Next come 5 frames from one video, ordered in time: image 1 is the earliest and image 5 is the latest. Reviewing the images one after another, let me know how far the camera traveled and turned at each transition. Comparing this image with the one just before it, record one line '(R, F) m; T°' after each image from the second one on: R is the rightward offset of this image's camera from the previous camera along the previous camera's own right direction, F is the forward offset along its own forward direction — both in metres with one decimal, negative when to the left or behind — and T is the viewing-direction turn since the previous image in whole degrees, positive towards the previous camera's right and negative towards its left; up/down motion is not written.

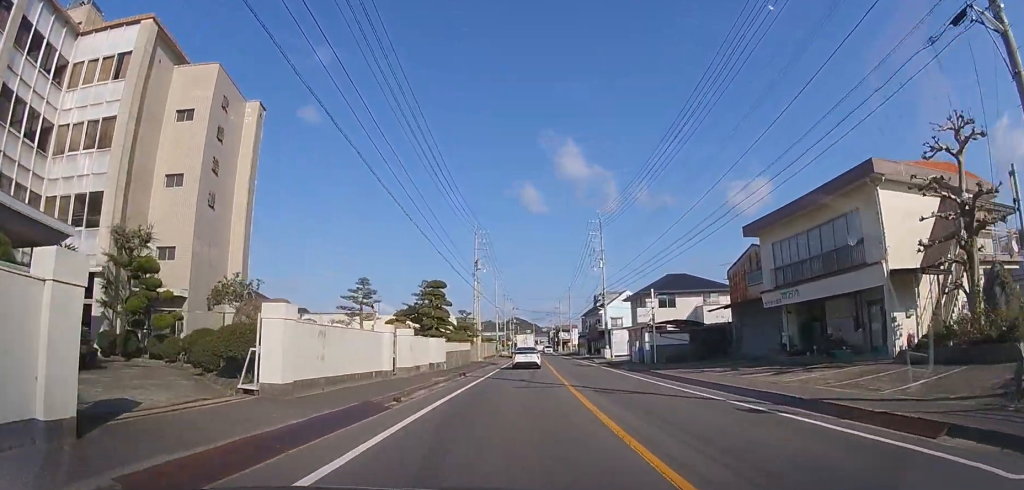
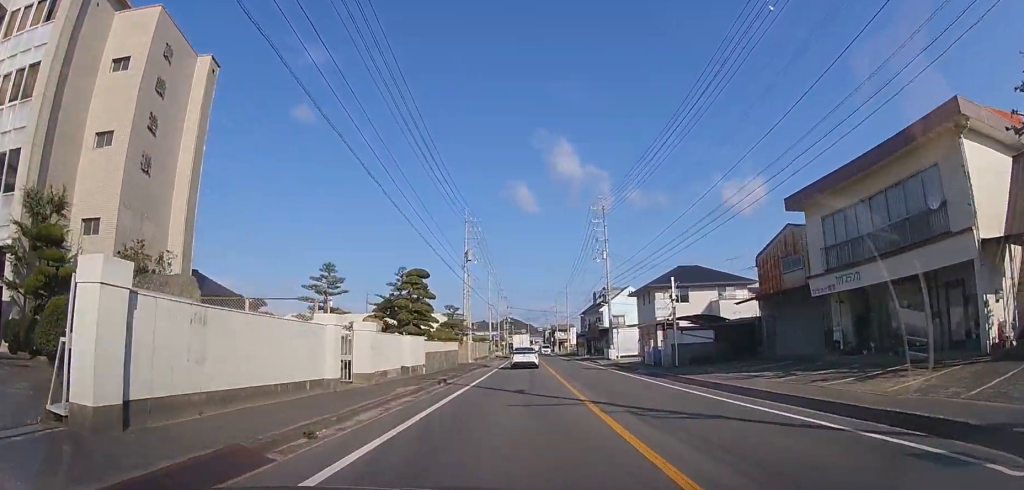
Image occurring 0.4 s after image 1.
(0.0, +4.9) m; 0°
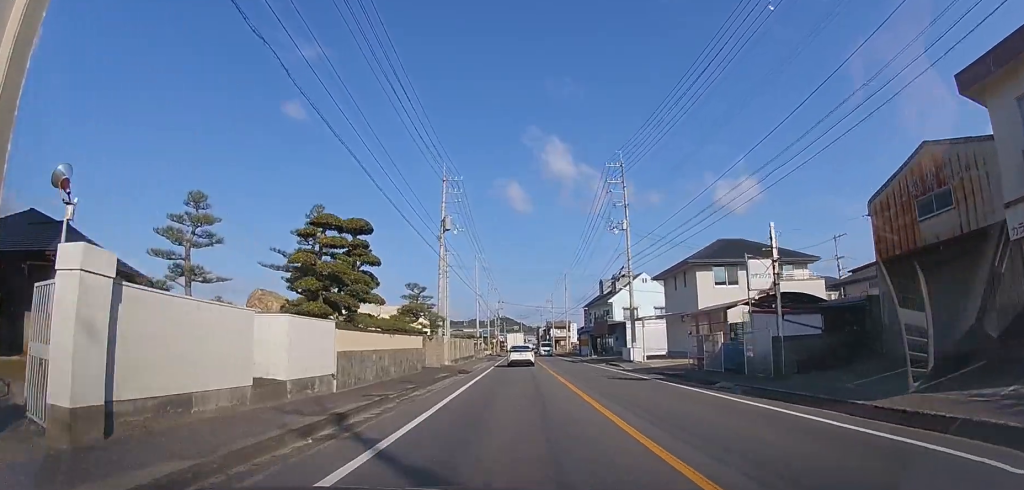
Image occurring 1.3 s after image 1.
(0.0, +11.2) m; +1°
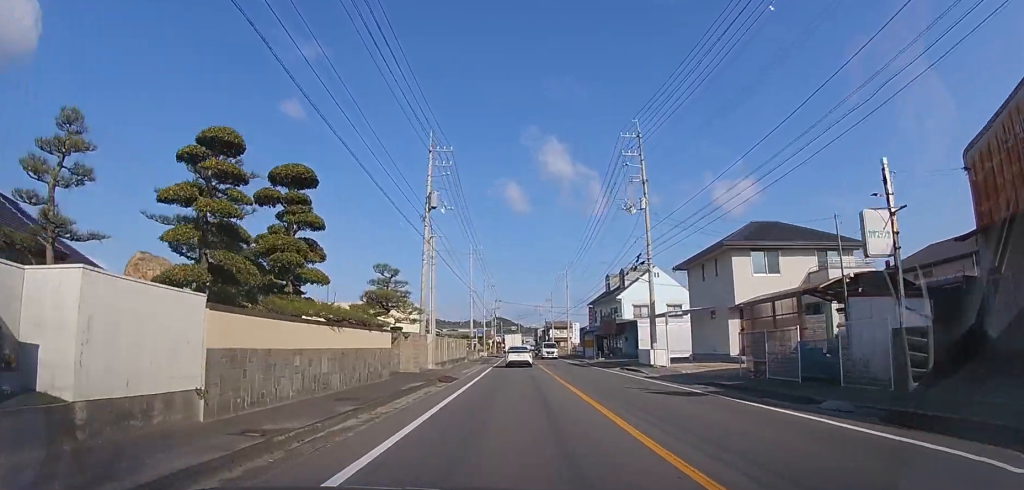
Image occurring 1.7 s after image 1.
(+0.1, +5.5) m; 0°
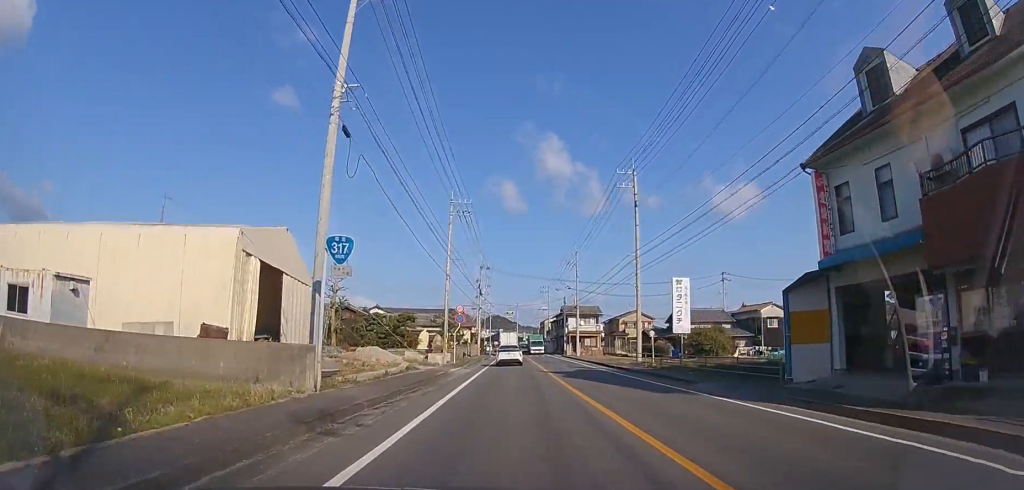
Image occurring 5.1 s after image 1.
(+0.6, +44.1) m; 0°
